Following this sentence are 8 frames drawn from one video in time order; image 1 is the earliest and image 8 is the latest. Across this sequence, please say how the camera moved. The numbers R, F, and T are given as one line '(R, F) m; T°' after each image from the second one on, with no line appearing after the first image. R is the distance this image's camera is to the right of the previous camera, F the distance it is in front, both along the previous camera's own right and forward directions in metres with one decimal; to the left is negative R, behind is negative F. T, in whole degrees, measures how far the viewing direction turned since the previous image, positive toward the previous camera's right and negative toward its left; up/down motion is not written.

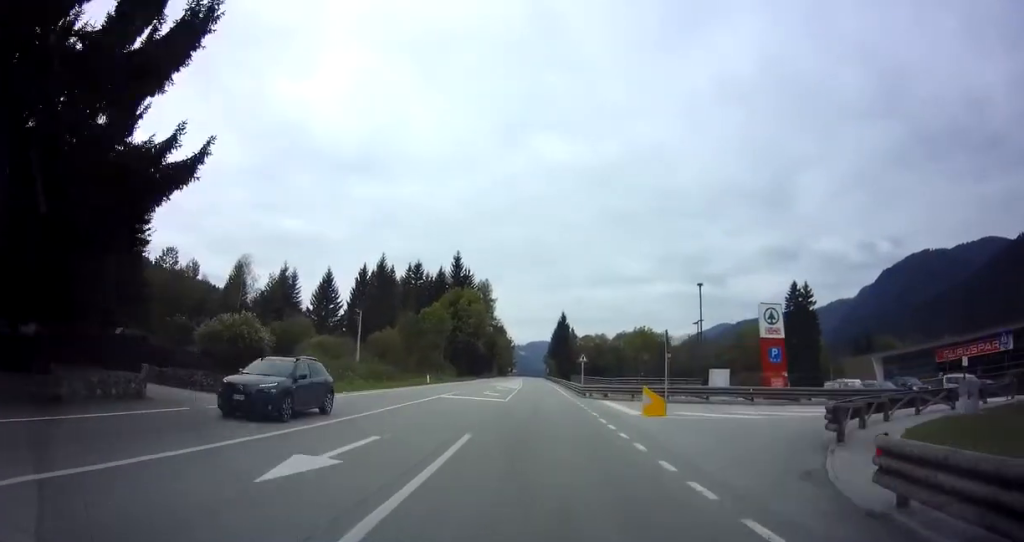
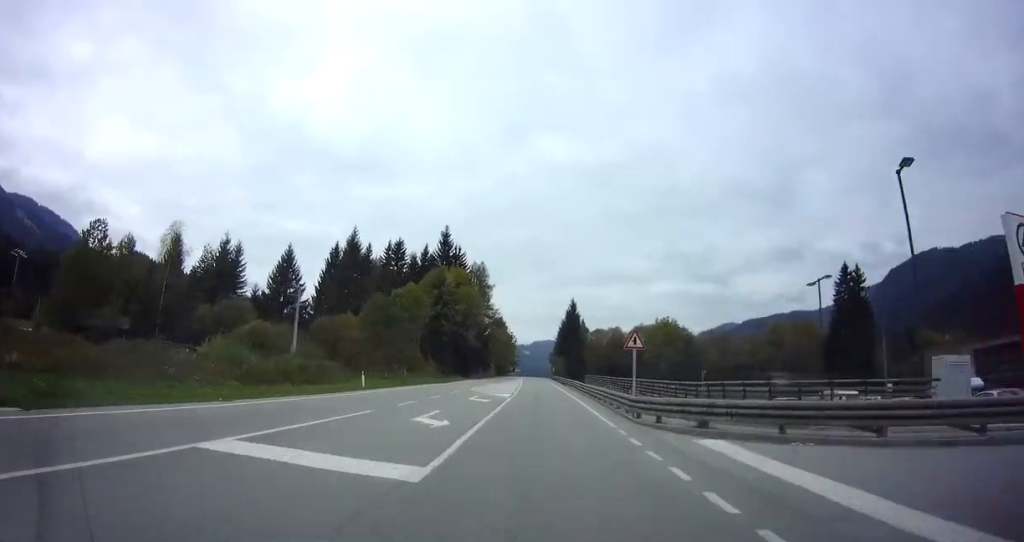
(+0.2, +20.6) m; -1°
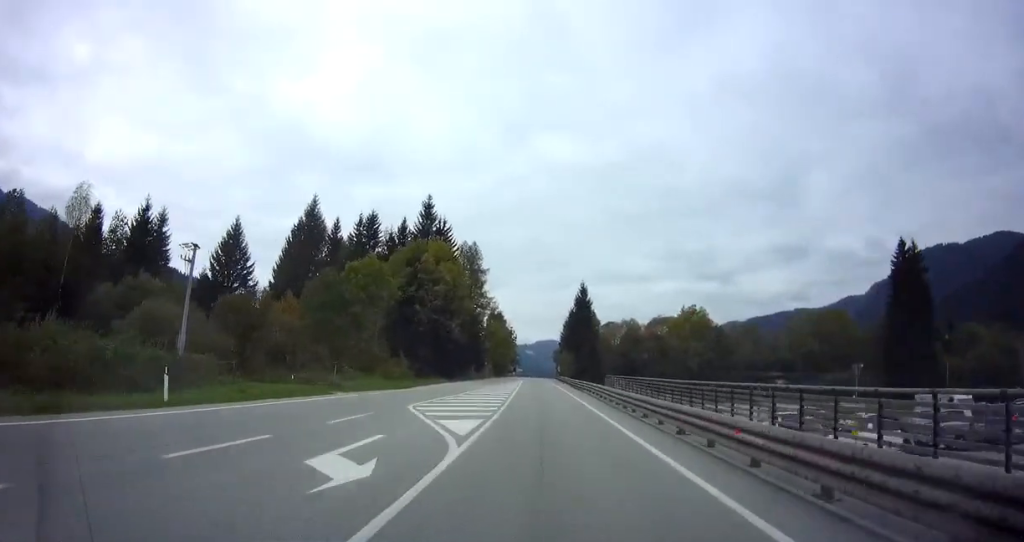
(-0.4, +18.1) m; -2°
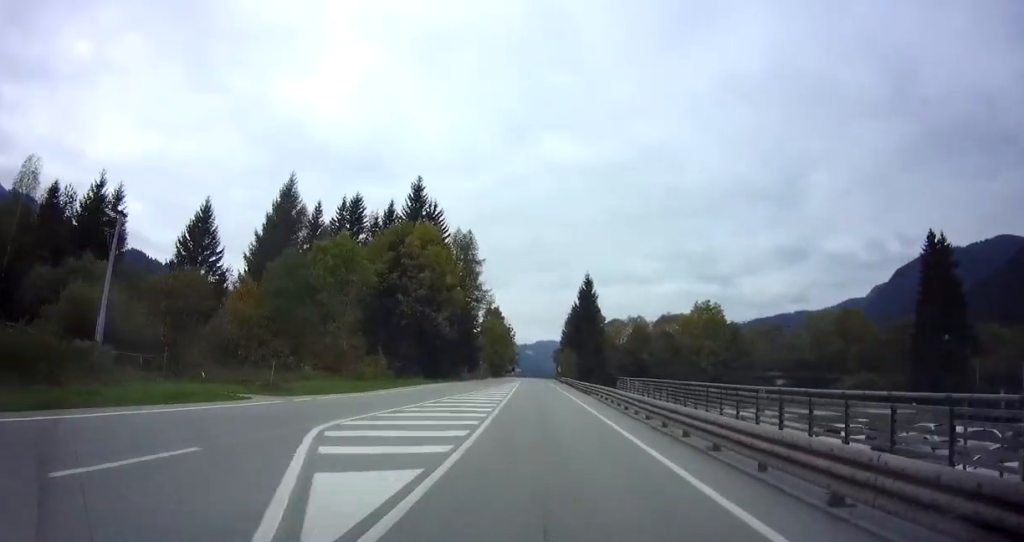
(0.0, +8.5) m; 0°
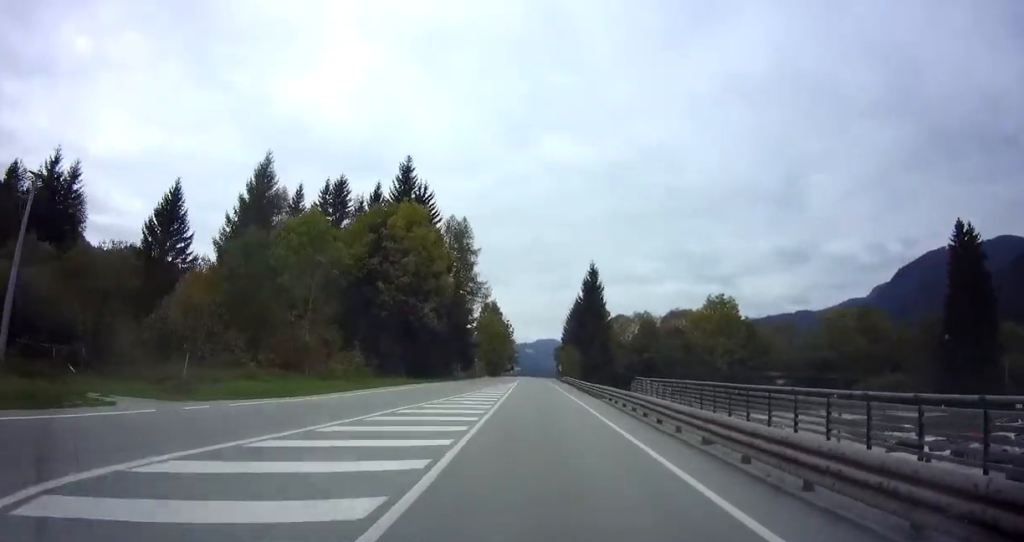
(0.0, +6.8) m; 0°
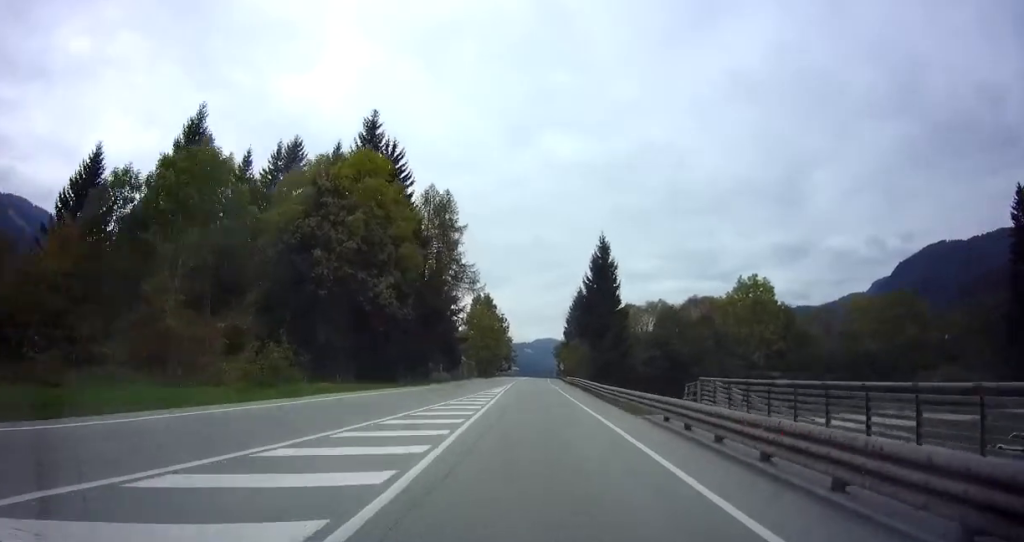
(0.0, +13.6) m; +1°
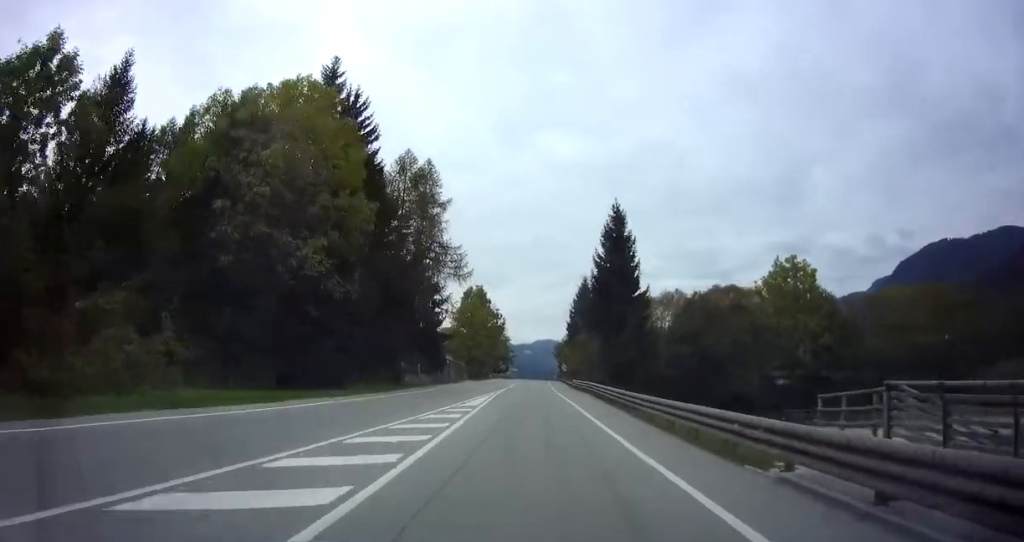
(+0.1, +11.4) m; +1°
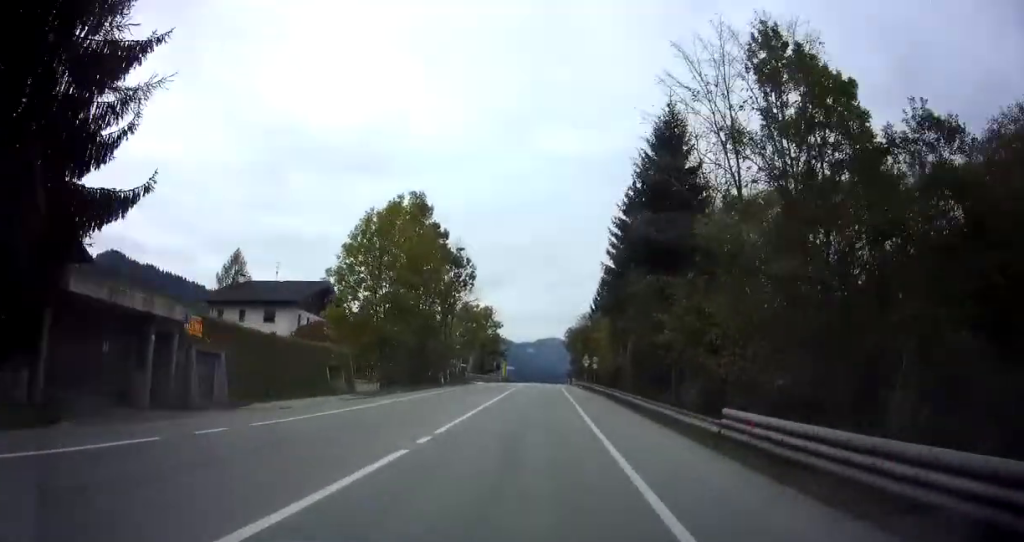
(-0.3, +49.2) m; -4°
